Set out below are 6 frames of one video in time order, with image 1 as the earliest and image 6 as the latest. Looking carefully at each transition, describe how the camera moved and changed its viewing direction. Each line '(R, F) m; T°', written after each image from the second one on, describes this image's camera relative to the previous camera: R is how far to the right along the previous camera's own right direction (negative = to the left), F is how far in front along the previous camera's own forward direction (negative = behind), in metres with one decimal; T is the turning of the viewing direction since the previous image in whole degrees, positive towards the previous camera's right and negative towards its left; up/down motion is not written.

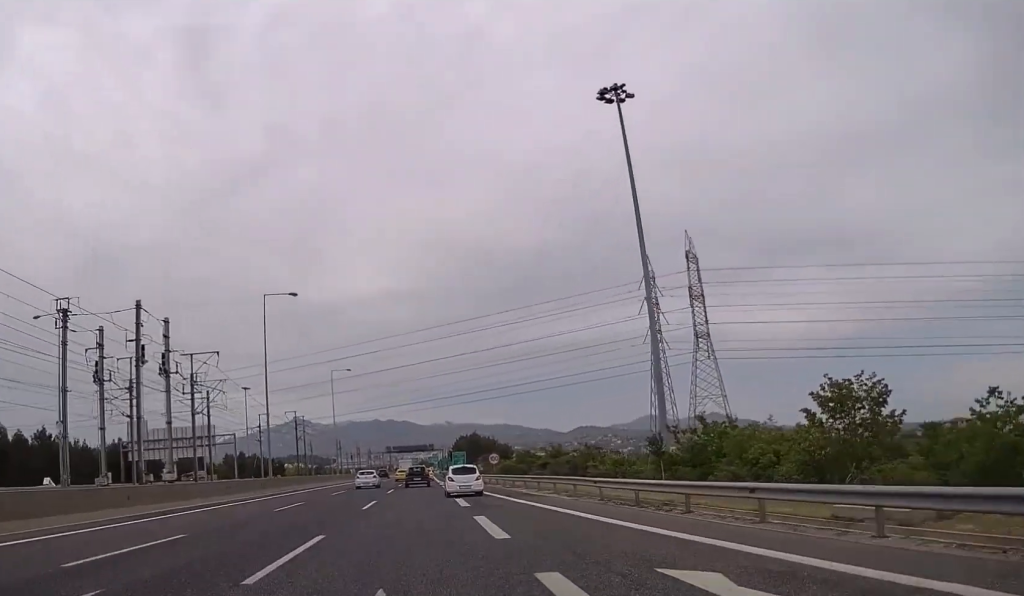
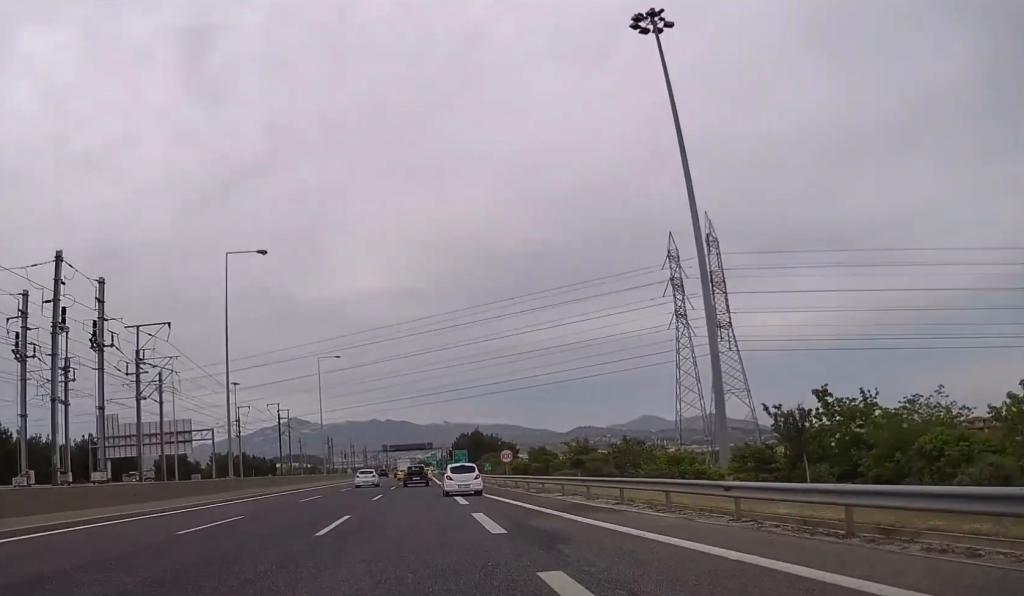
(-0.1, +11.9) m; 0°
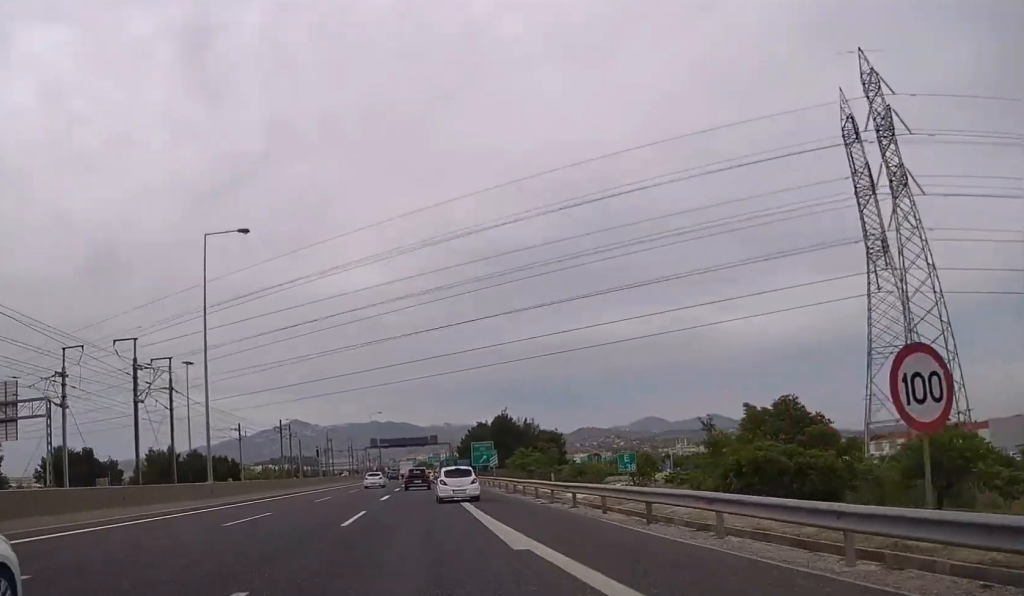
(-0.3, +50.9) m; 0°
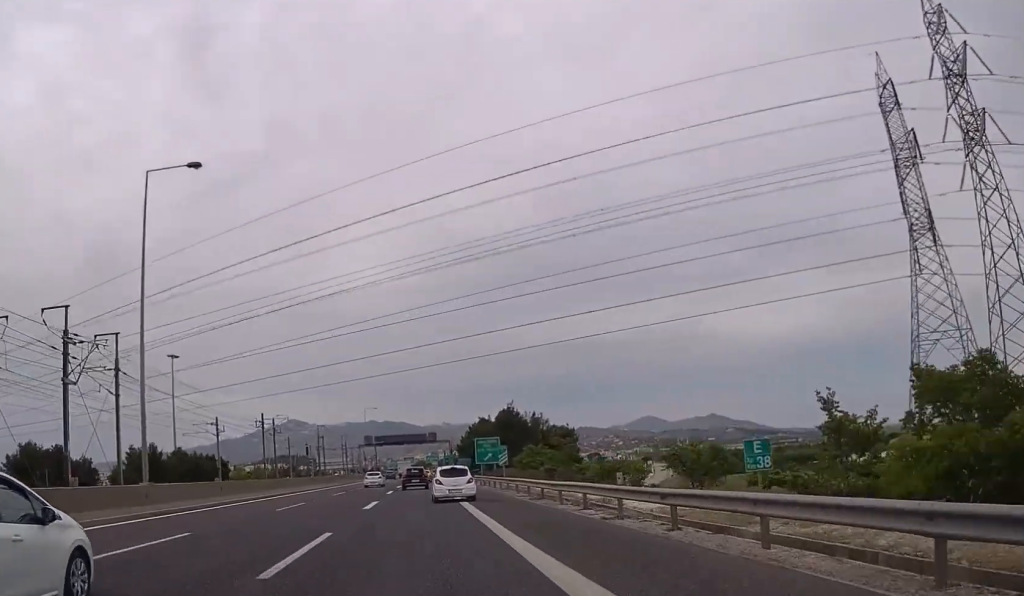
(0.0, +10.0) m; 0°
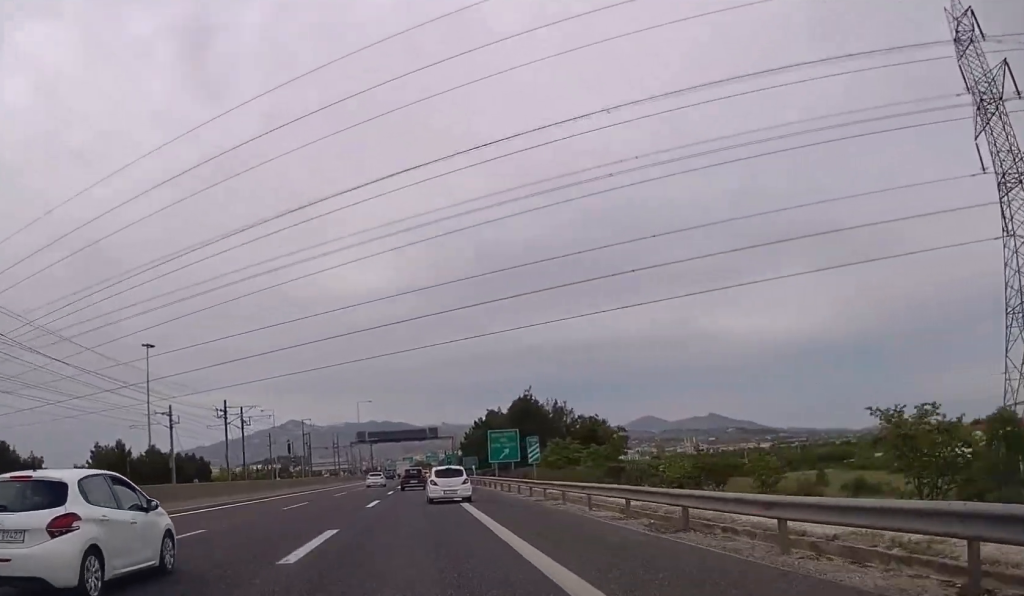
(+0.1, +16.9) m; 0°
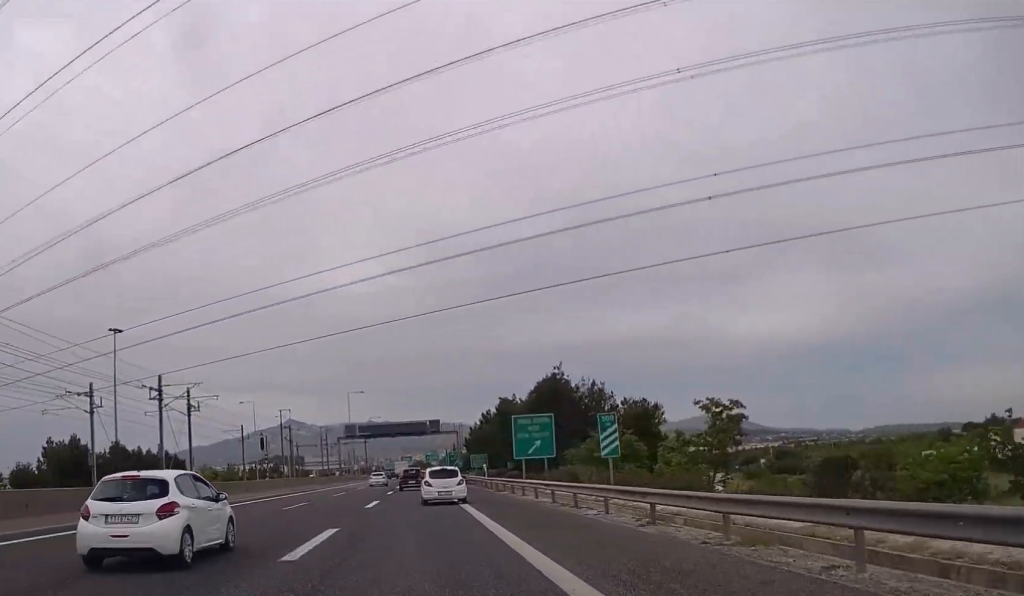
(+0.1, +18.3) m; 0°
